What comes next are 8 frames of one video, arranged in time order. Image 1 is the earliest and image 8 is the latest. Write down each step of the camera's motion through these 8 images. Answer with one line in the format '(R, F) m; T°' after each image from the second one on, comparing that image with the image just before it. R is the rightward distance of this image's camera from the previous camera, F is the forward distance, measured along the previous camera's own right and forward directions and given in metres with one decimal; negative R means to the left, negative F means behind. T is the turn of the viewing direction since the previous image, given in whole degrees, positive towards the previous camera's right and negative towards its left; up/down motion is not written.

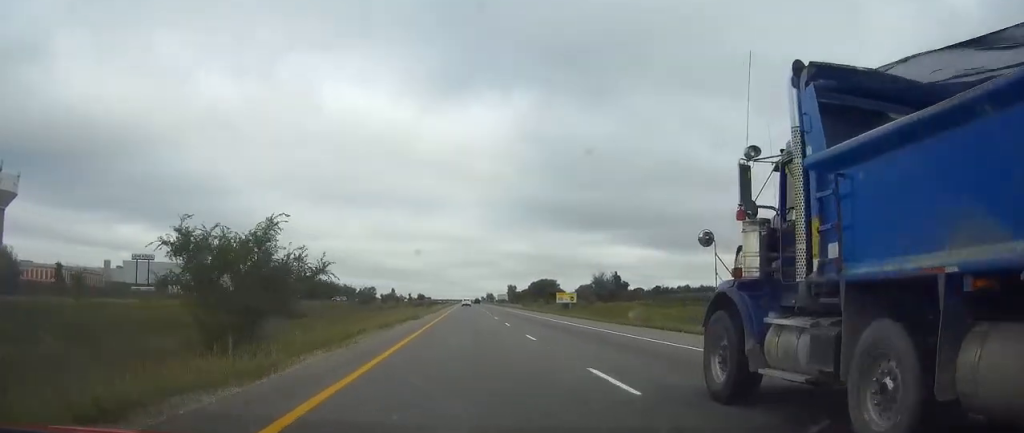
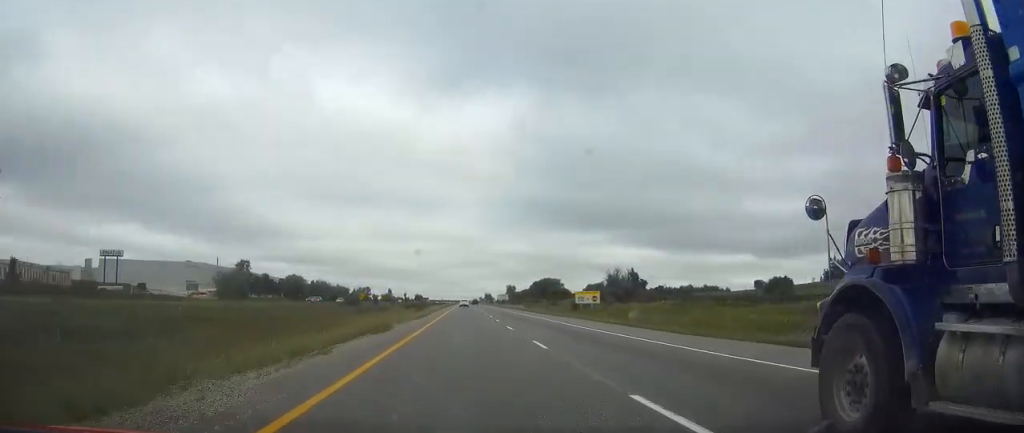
(0.0, +15.4) m; 0°
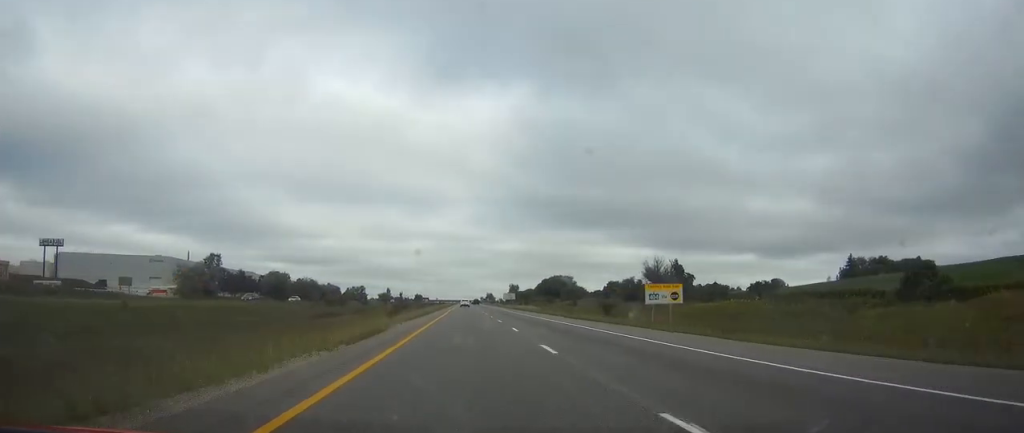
(+0.1, +25.5) m; 0°
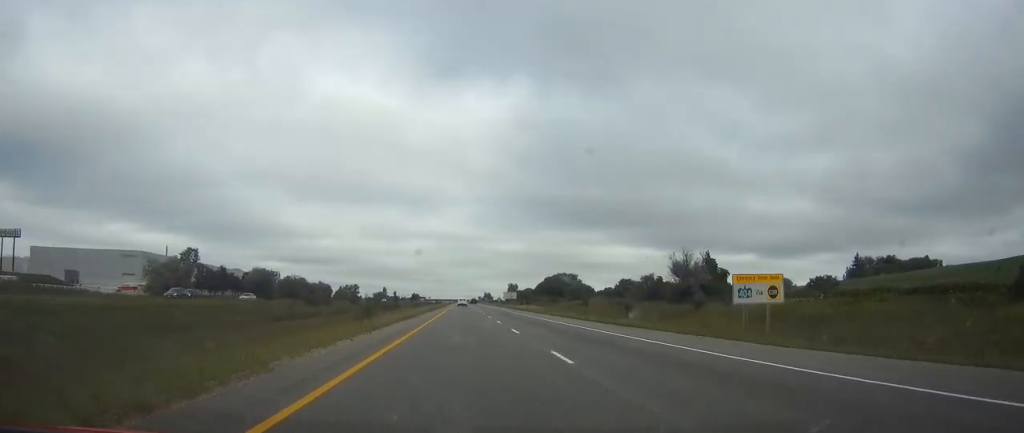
(0.0, +14.3) m; 0°
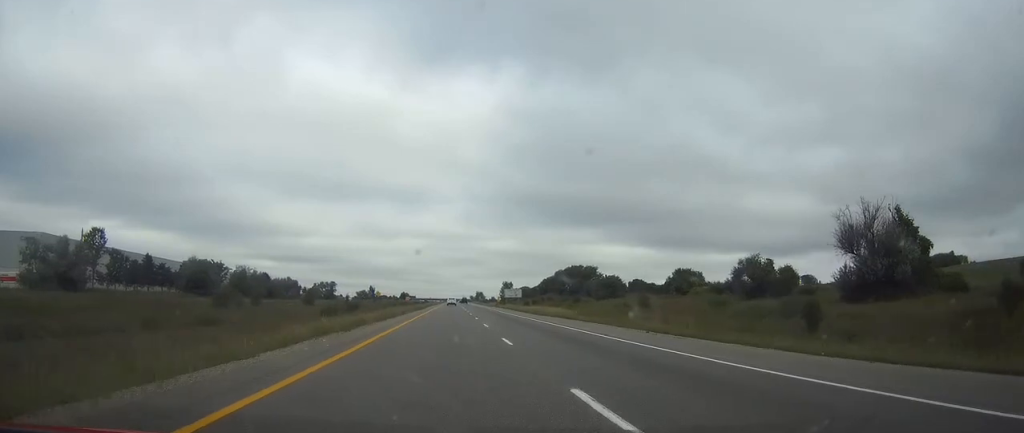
(+0.2, +42.7) m; +1°
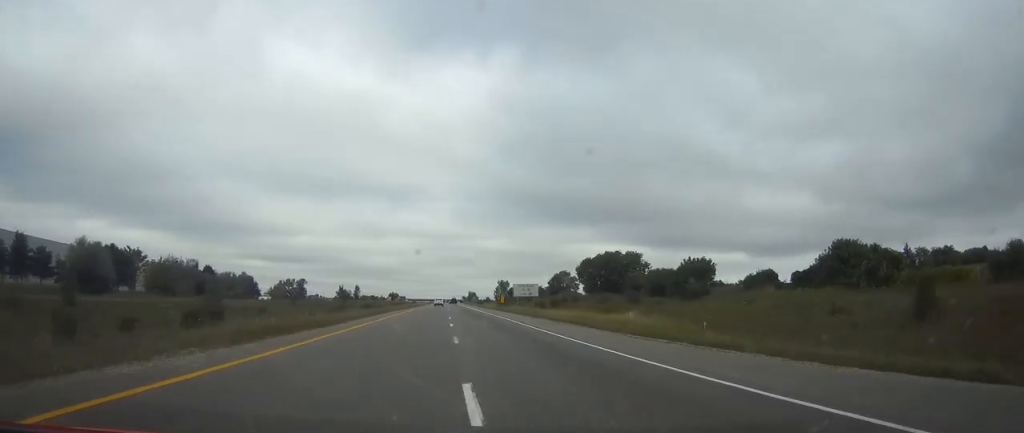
(+0.4, +47.6) m; +1°
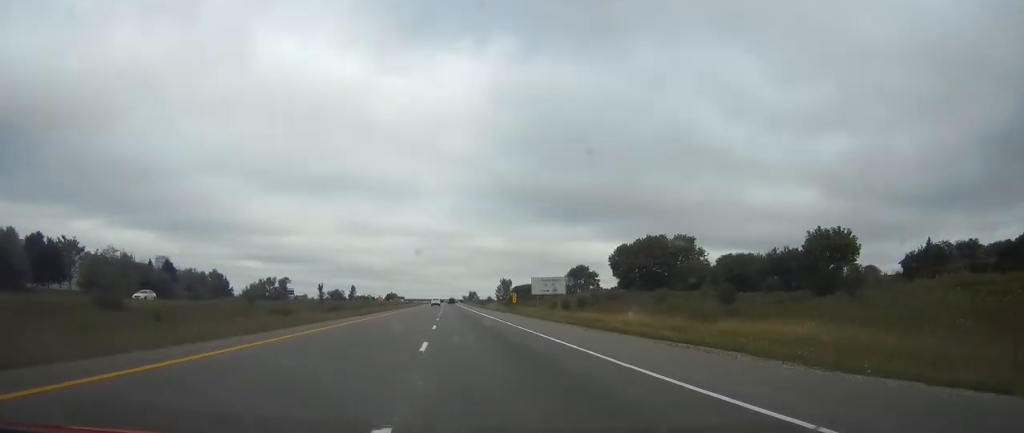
(+0.1, +27.3) m; 0°
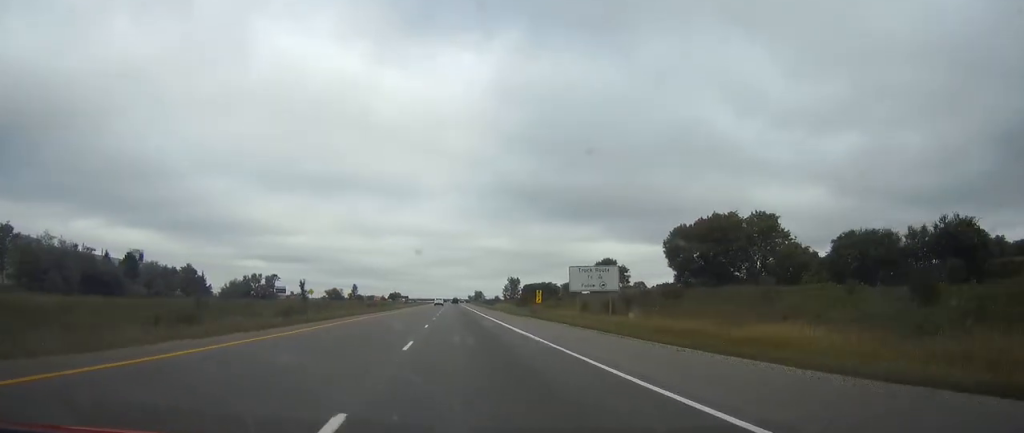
(-0.2, +23.3) m; -1°
